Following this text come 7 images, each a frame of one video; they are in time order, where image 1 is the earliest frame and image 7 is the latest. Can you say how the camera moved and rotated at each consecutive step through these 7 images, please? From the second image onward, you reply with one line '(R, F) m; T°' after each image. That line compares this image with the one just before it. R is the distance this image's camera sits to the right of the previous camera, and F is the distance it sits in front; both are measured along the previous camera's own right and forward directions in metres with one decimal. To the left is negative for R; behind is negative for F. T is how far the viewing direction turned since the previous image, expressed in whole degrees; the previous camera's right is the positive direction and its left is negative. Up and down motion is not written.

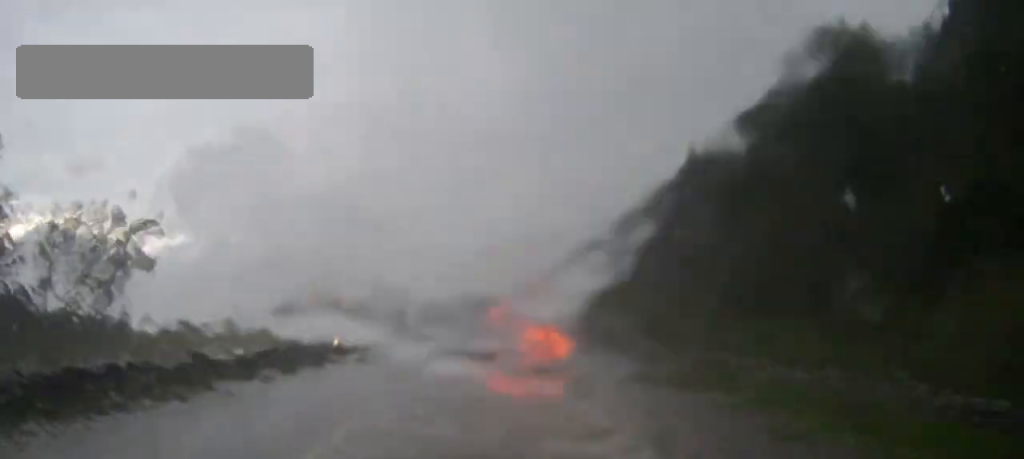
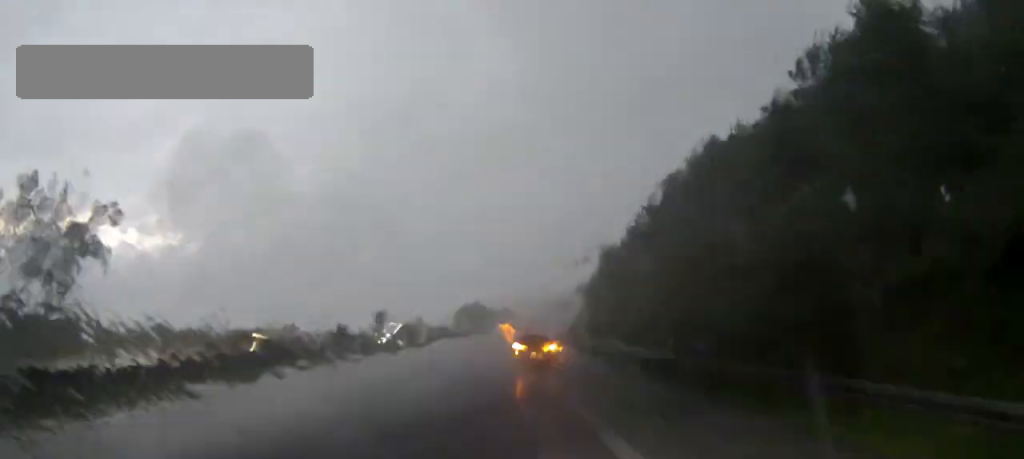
(0.0, +7.3) m; 0°
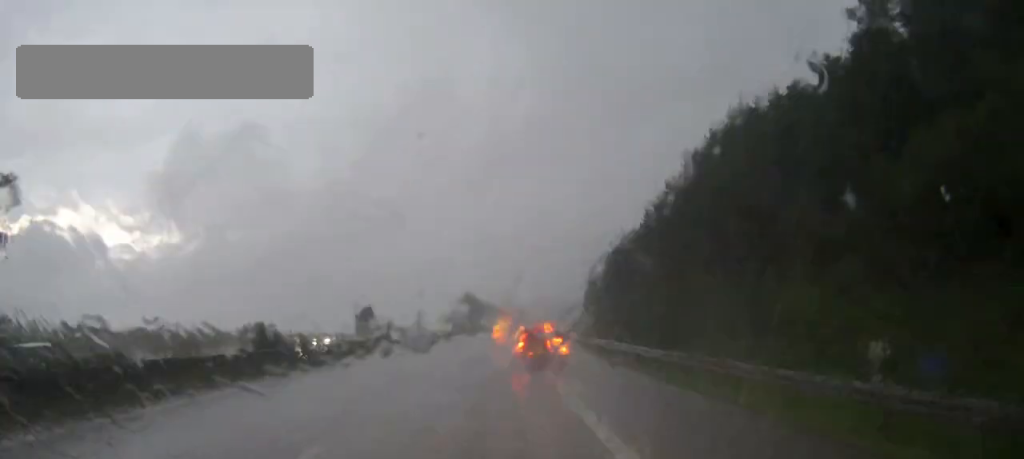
(+0.1, +13.4) m; 0°
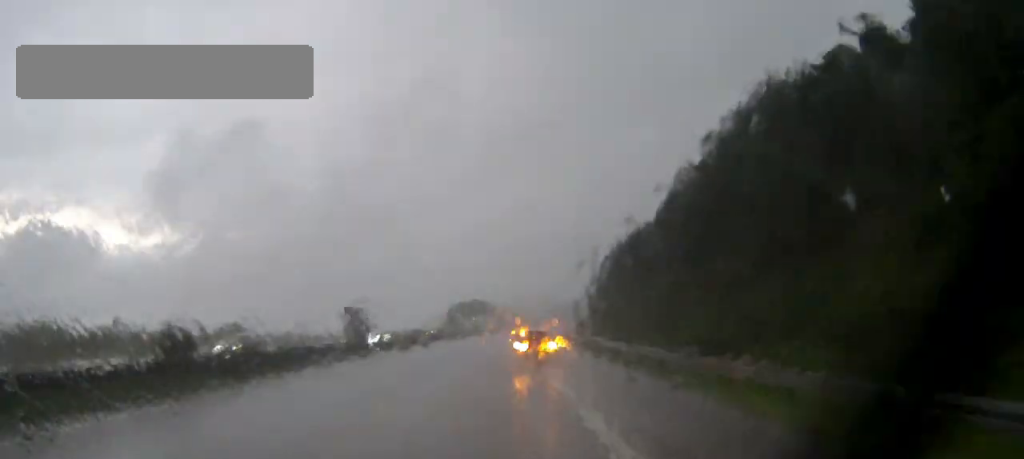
(0.0, +8.3) m; 0°
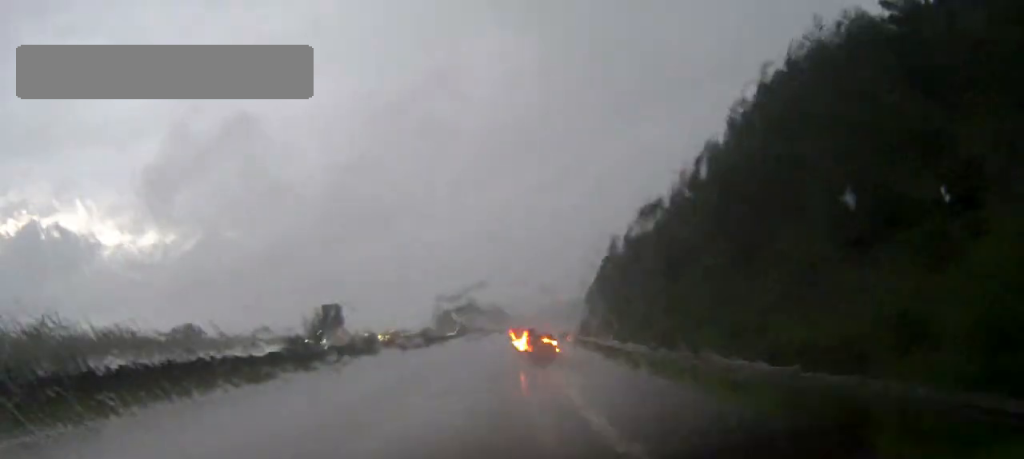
(0.0, +12.4) m; 0°
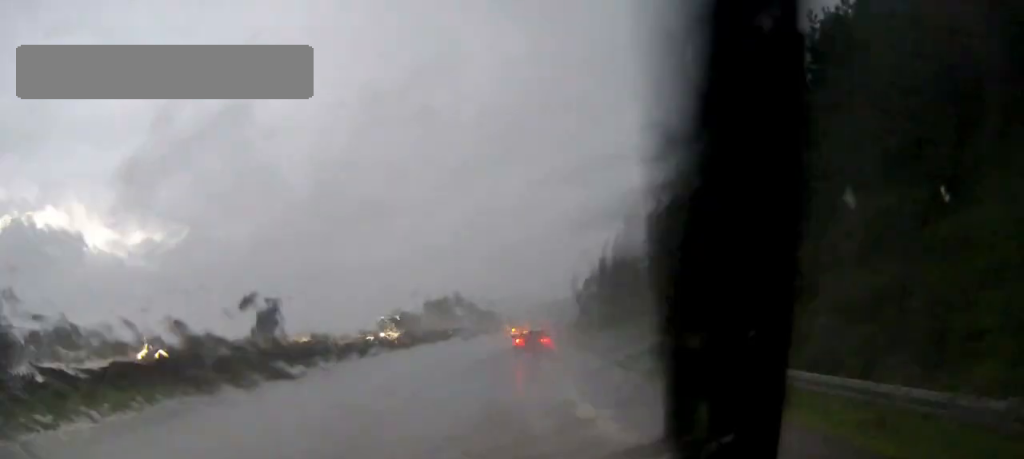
(+0.2, +23.7) m; +1°
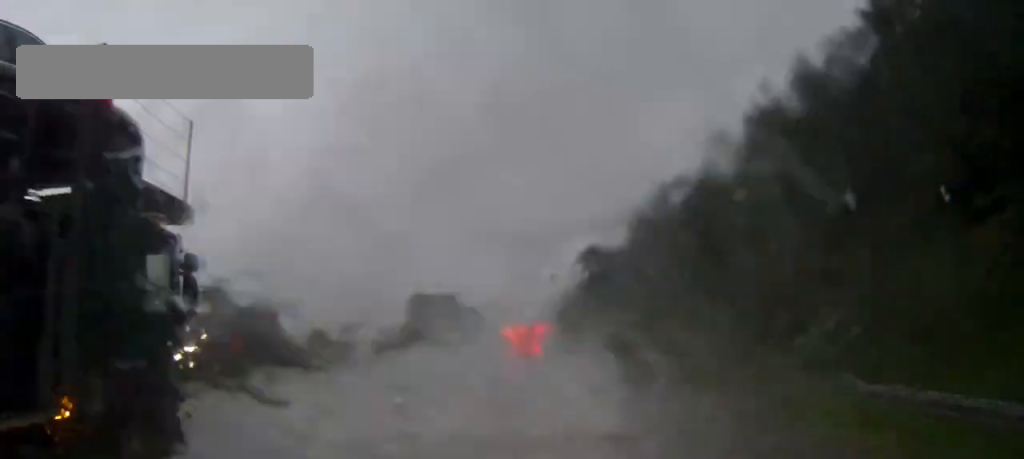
(+0.2, +24.0) m; +1°
